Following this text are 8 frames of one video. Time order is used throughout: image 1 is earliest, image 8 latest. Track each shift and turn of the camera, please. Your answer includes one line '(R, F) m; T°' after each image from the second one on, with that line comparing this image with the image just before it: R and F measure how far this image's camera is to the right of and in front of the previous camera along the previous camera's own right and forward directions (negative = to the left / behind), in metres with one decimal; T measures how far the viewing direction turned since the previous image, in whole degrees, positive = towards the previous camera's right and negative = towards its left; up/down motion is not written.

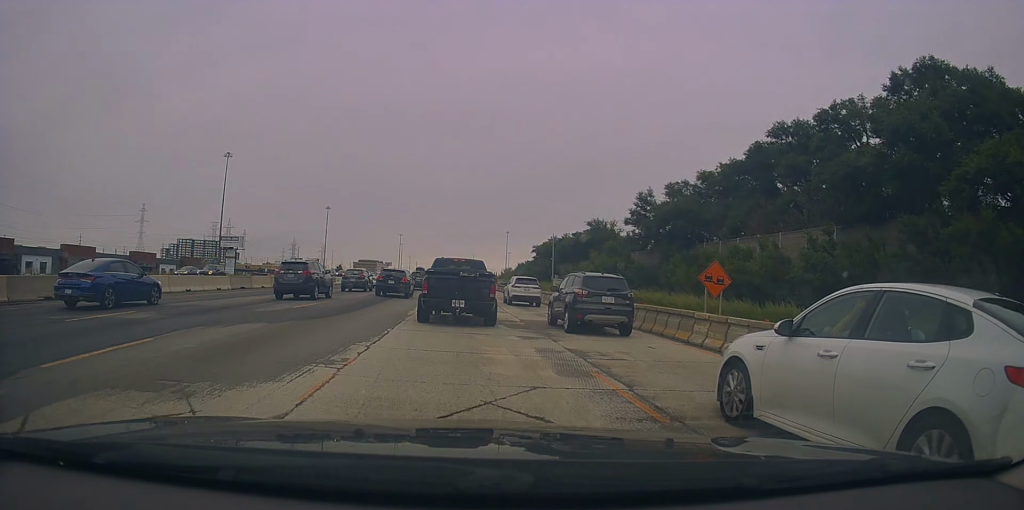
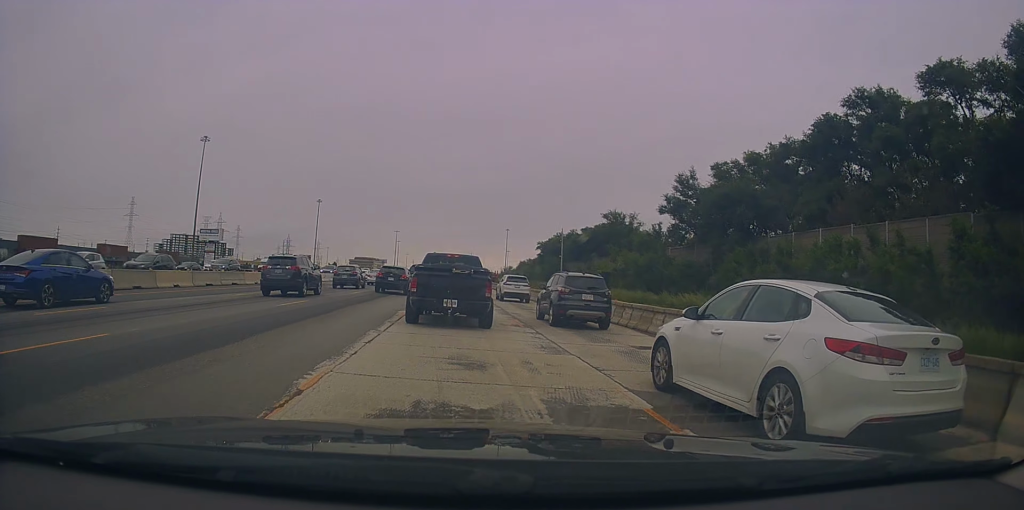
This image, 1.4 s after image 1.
(+0.2, +13.0) m; -1°
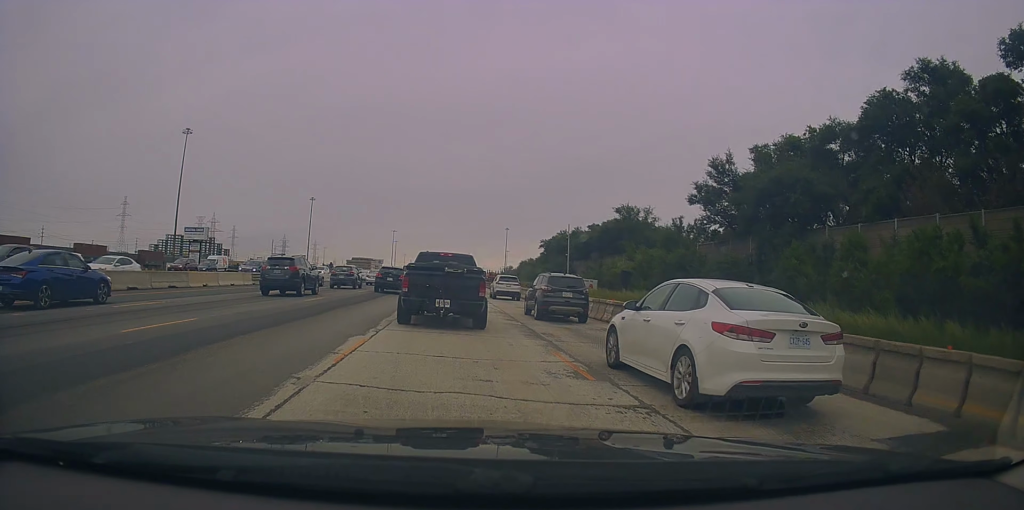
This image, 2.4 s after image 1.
(0.0, +8.6) m; +2°
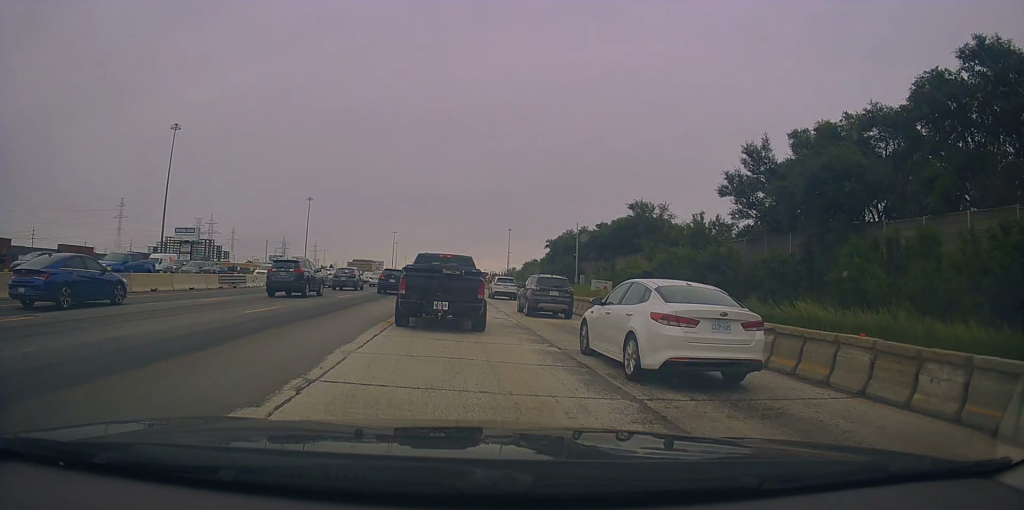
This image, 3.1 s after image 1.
(+0.3, +6.4) m; +1°
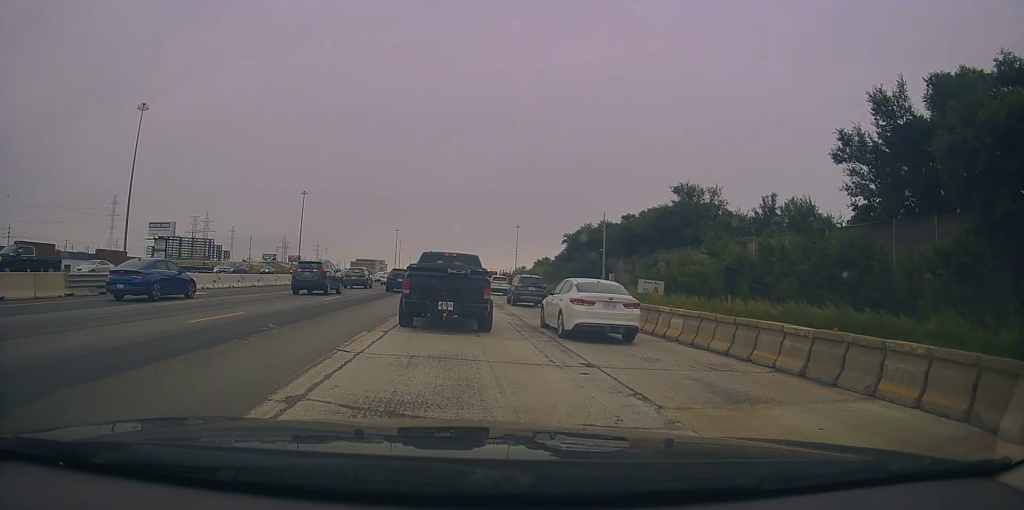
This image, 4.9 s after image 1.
(-1.3, +15.2) m; -6°
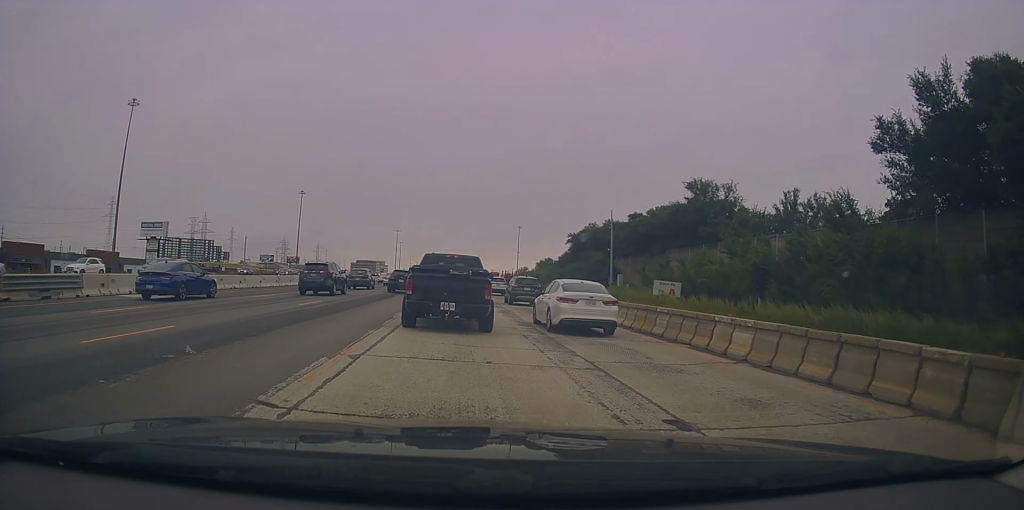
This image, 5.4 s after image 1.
(+0.2, +3.7) m; +2°
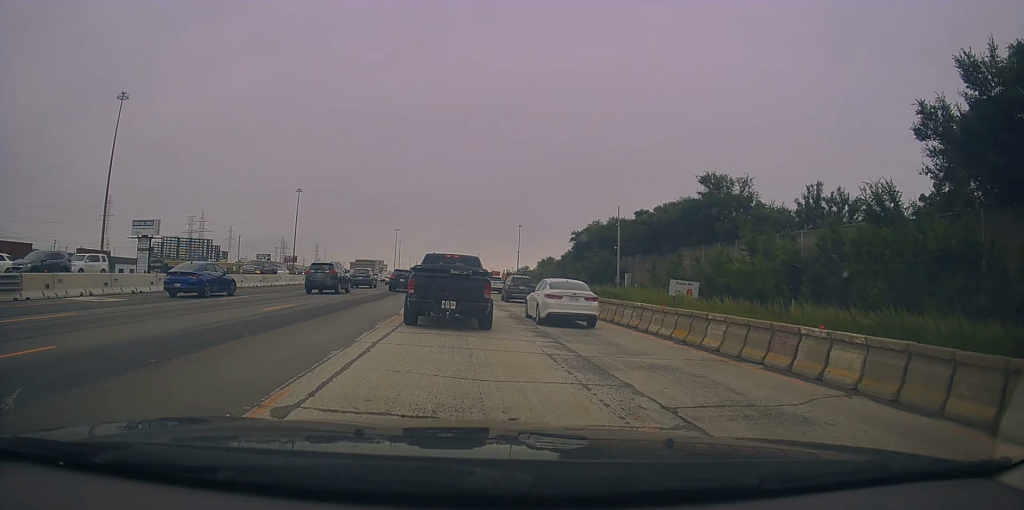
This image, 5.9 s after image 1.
(0.0, +3.8) m; +2°
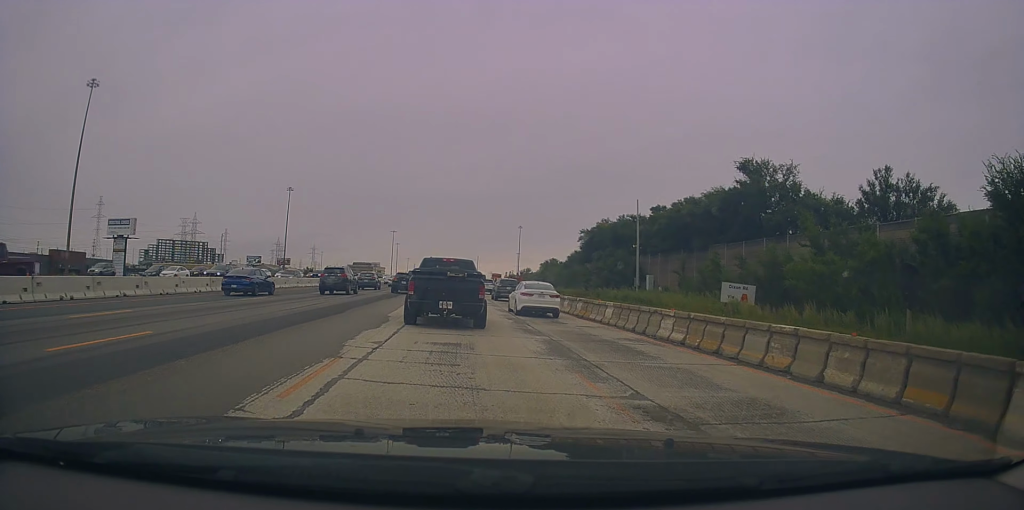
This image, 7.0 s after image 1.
(+0.2, +9.2) m; 0°
